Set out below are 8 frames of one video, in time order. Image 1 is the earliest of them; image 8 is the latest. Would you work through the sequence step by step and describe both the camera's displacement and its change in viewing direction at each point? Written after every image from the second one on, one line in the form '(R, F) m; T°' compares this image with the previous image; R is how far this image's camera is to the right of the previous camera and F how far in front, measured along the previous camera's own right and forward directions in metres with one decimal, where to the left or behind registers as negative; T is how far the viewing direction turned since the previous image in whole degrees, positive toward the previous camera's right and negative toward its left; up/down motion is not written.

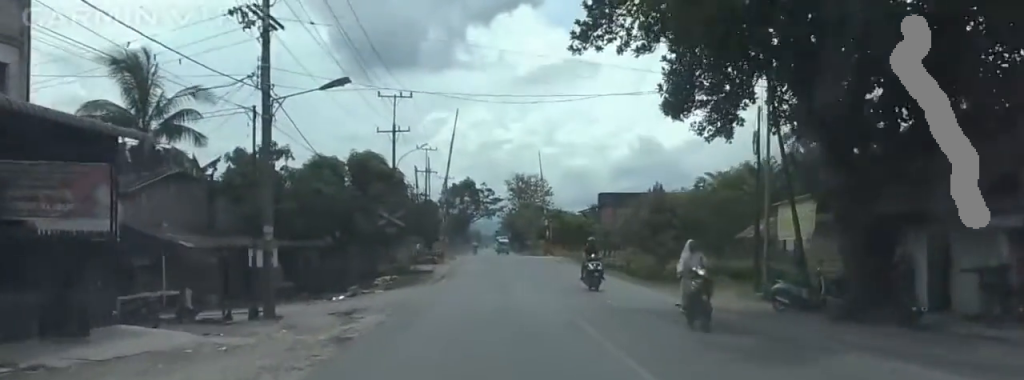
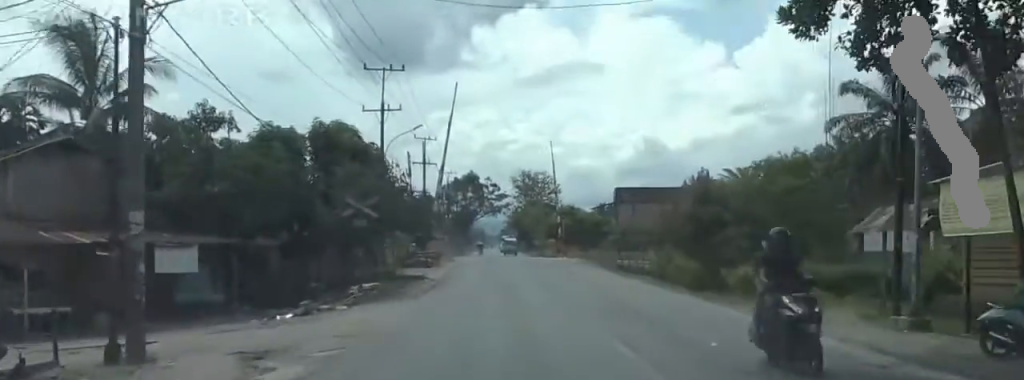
(+0.2, +8.0) m; +2°
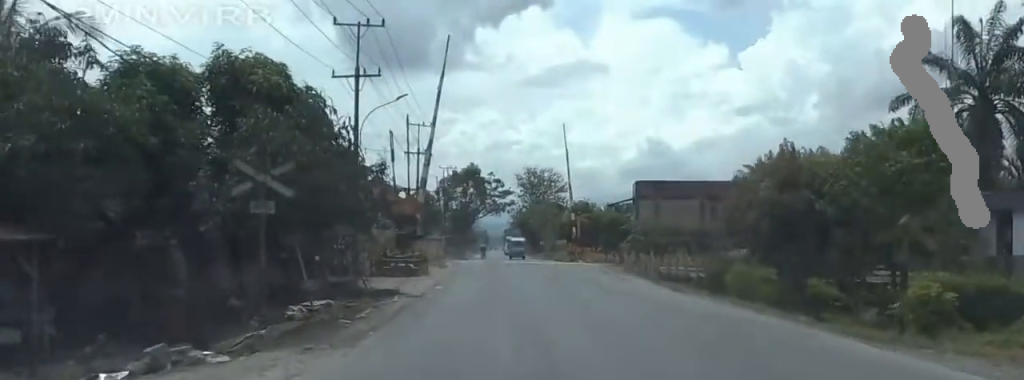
(+0.5, +8.9) m; +2°
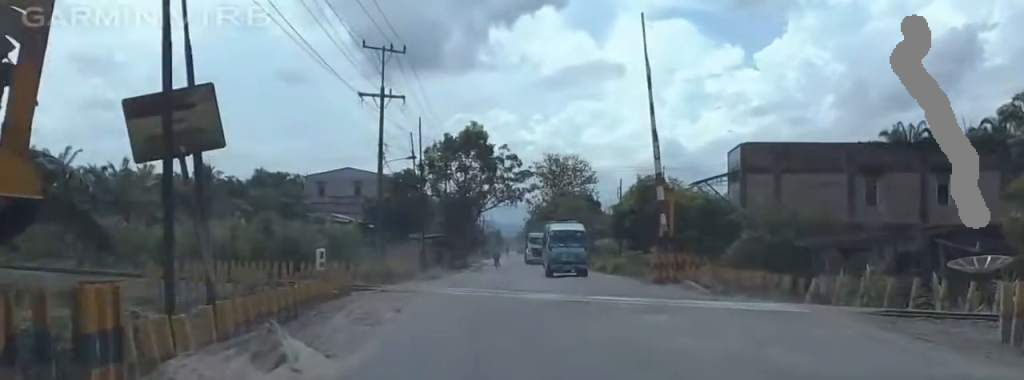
(-1.3, +24.4) m; -3°
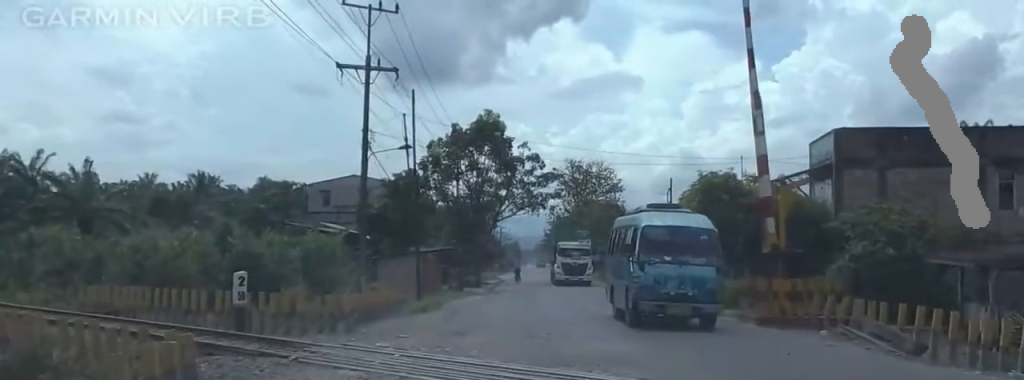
(+0.6, +11.0) m; -1°
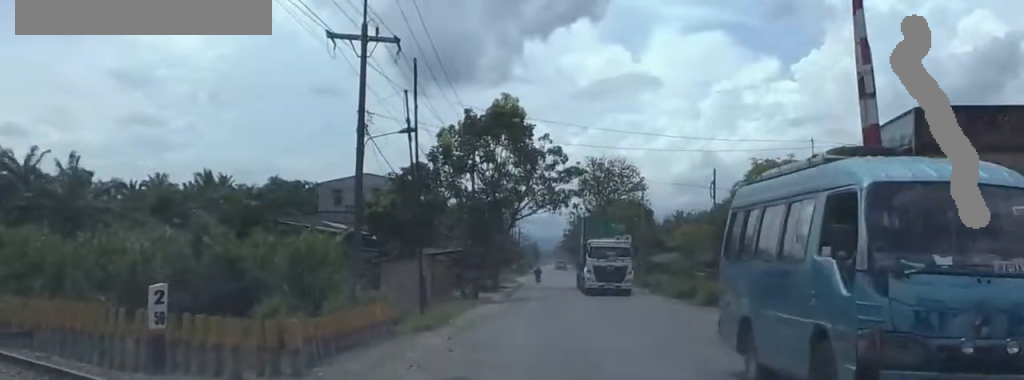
(-0.9, +7.3) m; 0°
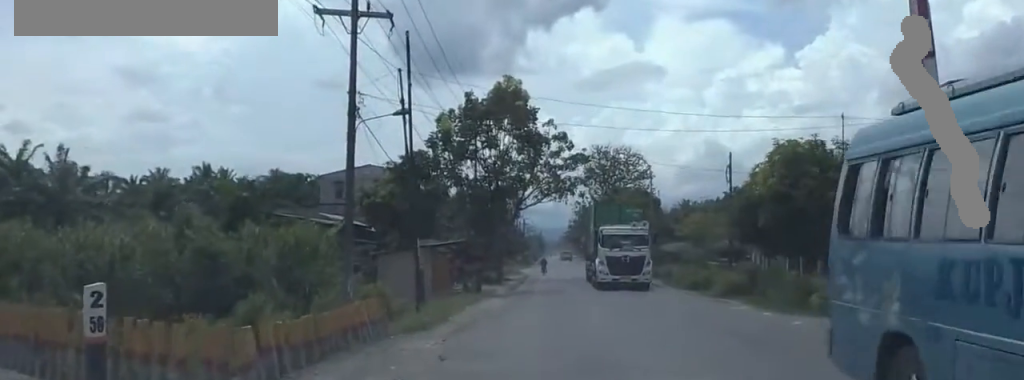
(+0.5, +3.6) m; 0°
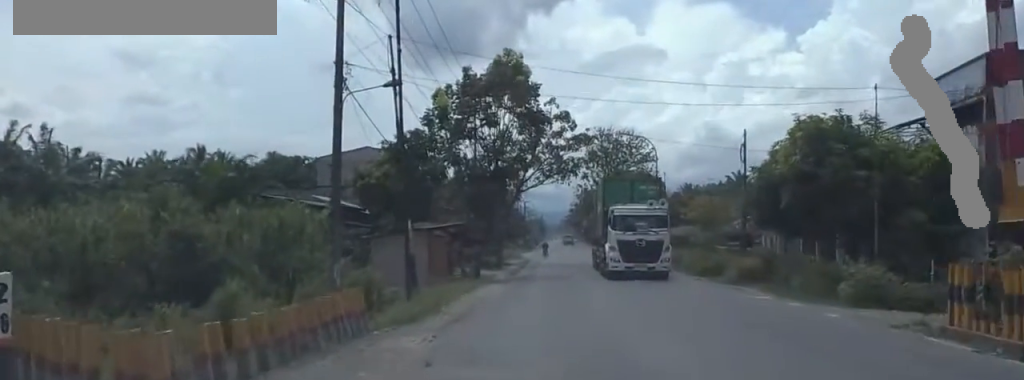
(+0.5, +3.9) m; 0°
